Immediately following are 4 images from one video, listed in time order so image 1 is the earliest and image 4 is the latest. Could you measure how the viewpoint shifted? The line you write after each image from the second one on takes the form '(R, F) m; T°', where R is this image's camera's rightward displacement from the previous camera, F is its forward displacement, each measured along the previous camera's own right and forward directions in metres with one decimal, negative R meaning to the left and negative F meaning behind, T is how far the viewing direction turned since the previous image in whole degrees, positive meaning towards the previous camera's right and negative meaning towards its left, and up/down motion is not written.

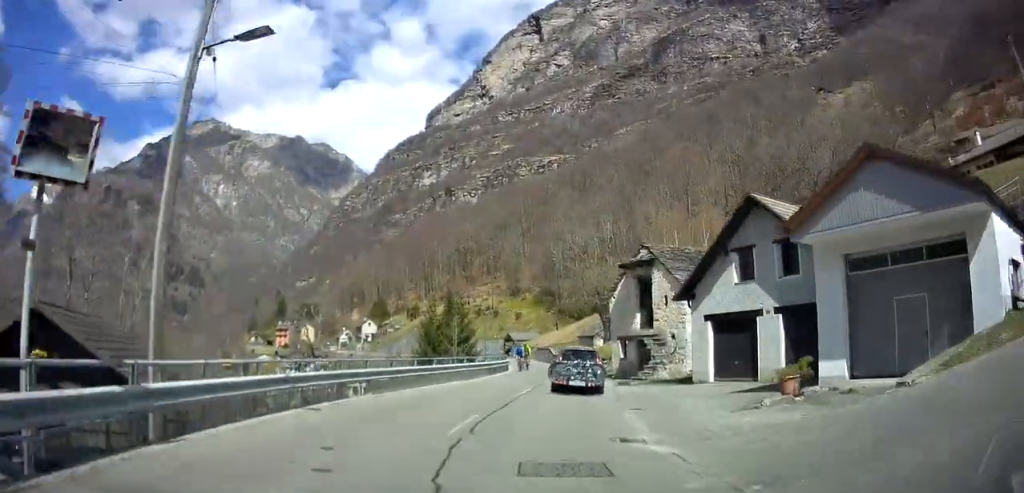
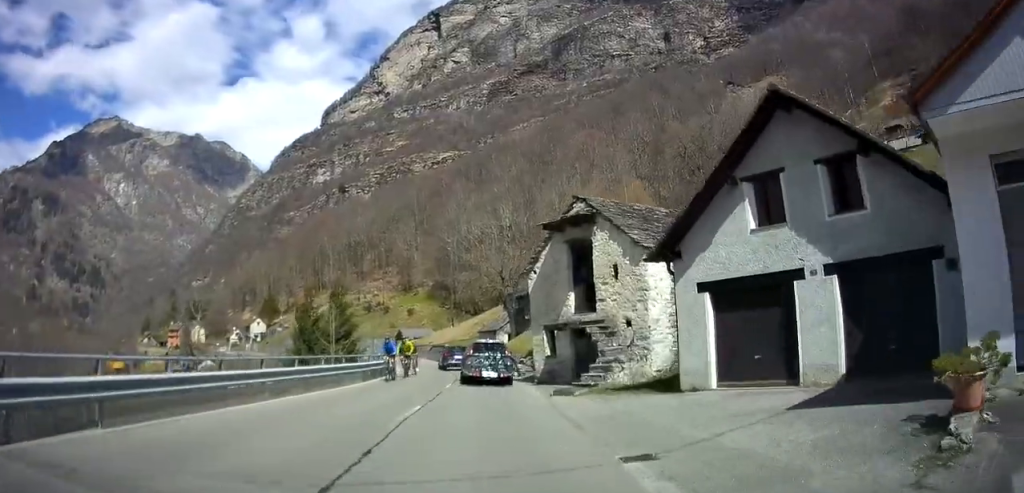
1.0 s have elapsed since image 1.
(+0.5, +7.8) m; +6°
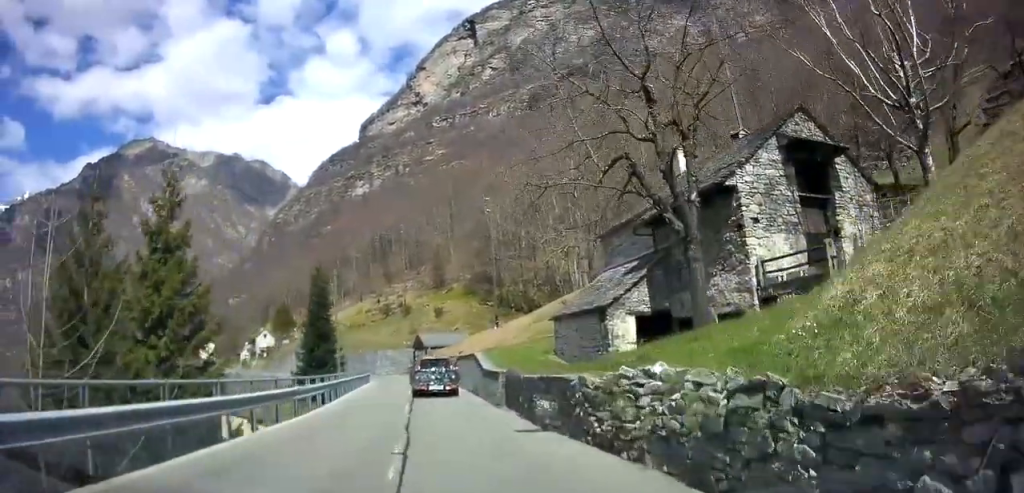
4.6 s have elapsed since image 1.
(+0.9, +29.9) m; 0°
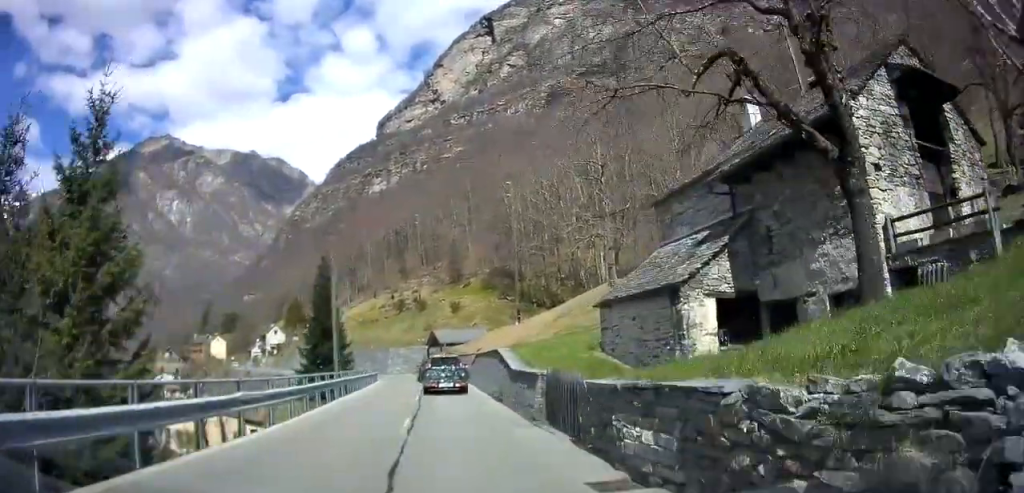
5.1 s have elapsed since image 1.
(0.0, +5.1) m; -1°
